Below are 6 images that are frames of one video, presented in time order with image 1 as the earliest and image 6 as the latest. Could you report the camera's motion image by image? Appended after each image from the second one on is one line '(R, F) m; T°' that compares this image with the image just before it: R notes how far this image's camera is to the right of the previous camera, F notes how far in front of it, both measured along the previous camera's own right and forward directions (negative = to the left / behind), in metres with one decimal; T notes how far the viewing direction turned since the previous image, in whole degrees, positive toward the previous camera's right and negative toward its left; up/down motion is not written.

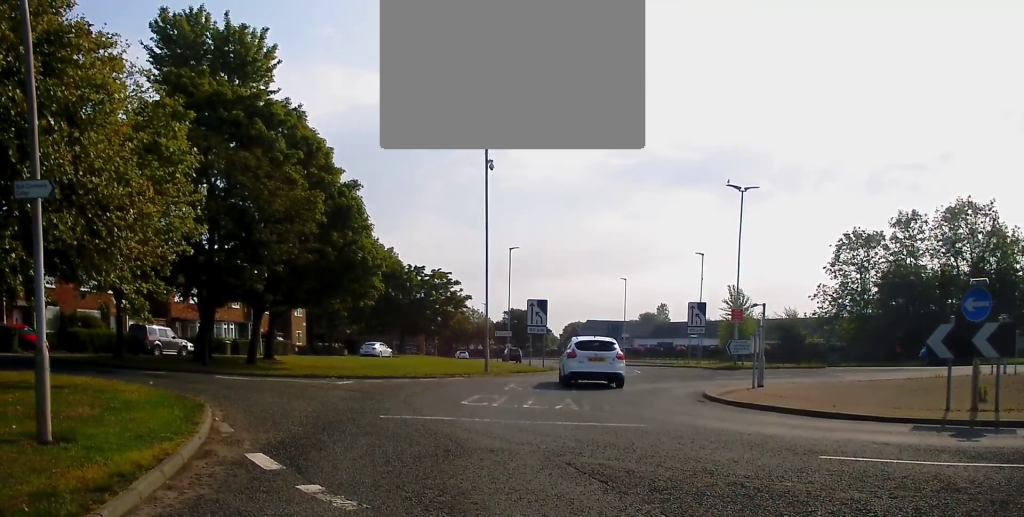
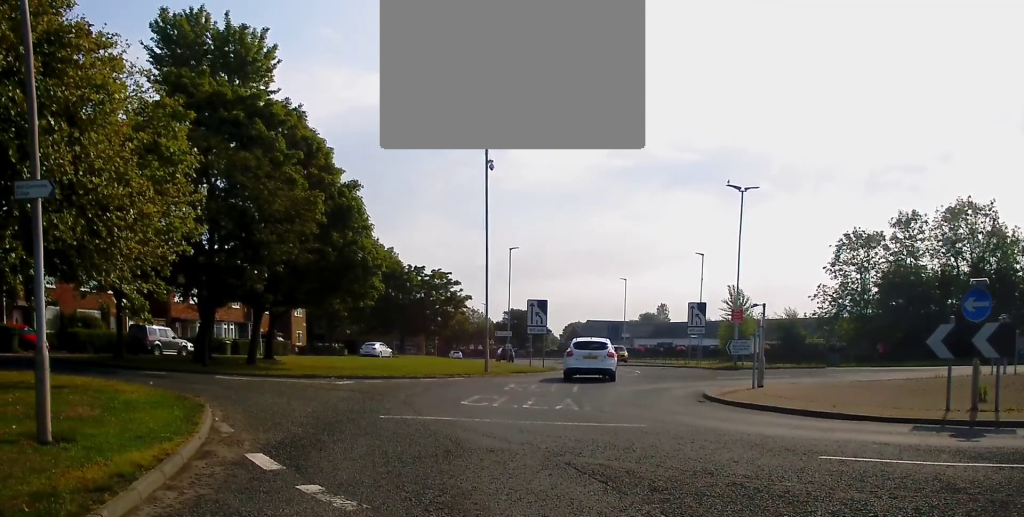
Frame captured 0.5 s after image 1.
(0.0, 0.0) m; 0°
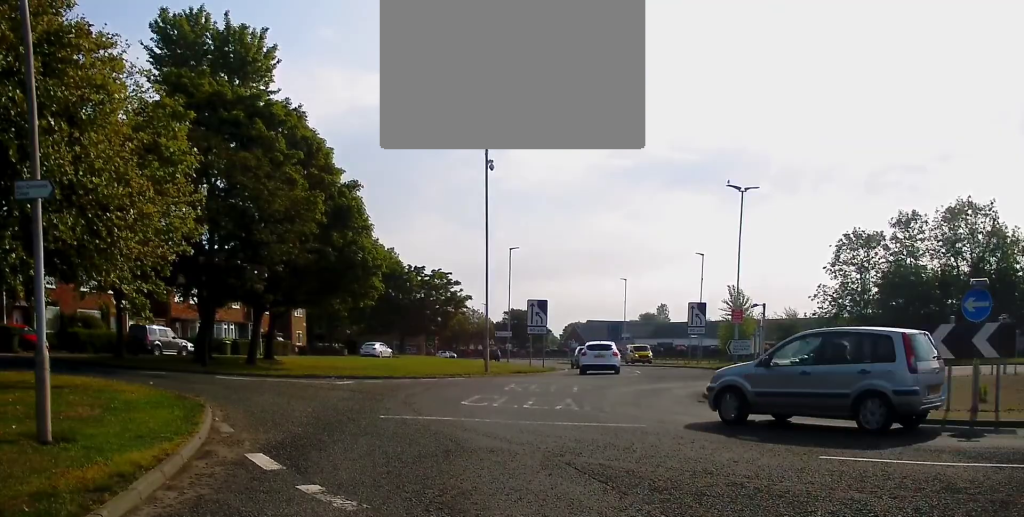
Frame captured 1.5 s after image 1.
(0.0, 0.0) m; 0°
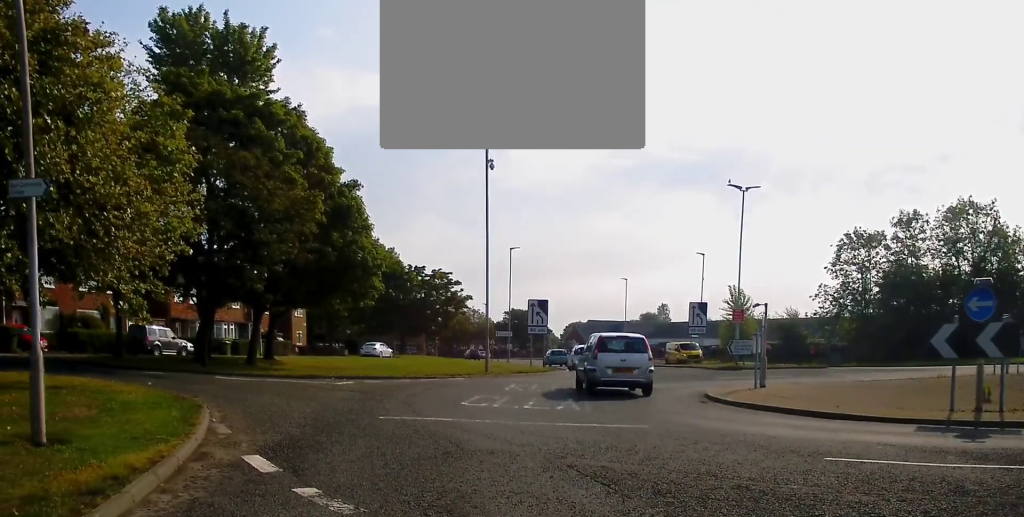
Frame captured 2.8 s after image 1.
(0.0, 0.0) m; 0°
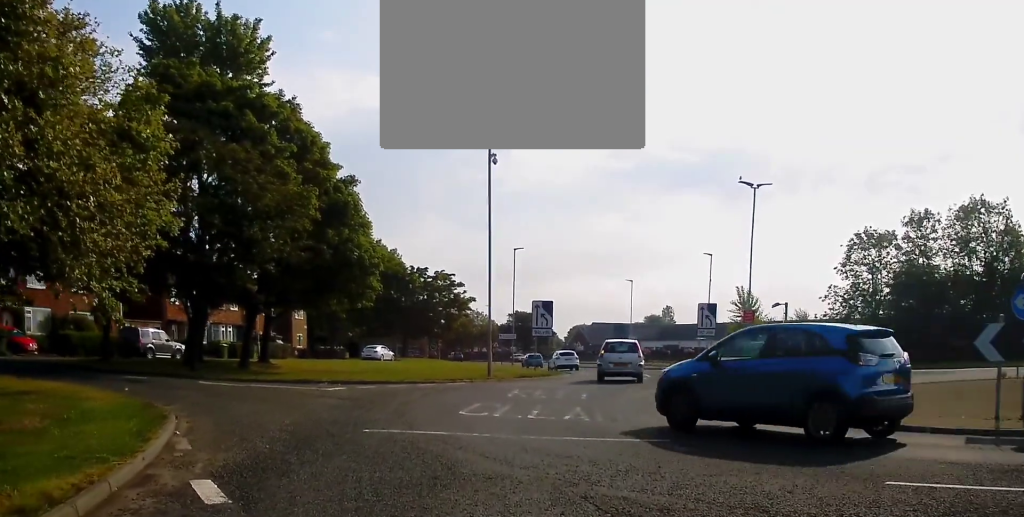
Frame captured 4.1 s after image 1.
(0.0, +1.1) m; -1°
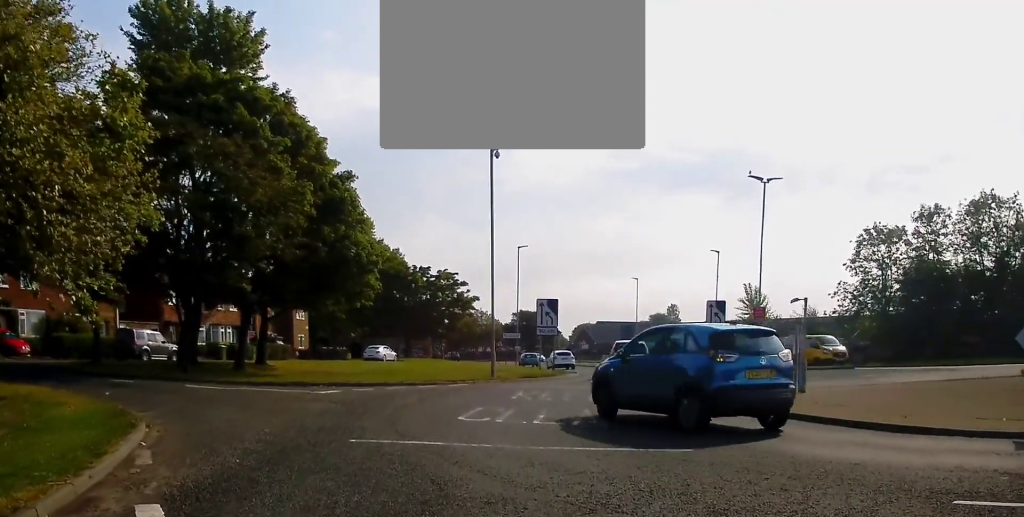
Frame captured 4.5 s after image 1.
(0.0, +1.3) m; +1°
